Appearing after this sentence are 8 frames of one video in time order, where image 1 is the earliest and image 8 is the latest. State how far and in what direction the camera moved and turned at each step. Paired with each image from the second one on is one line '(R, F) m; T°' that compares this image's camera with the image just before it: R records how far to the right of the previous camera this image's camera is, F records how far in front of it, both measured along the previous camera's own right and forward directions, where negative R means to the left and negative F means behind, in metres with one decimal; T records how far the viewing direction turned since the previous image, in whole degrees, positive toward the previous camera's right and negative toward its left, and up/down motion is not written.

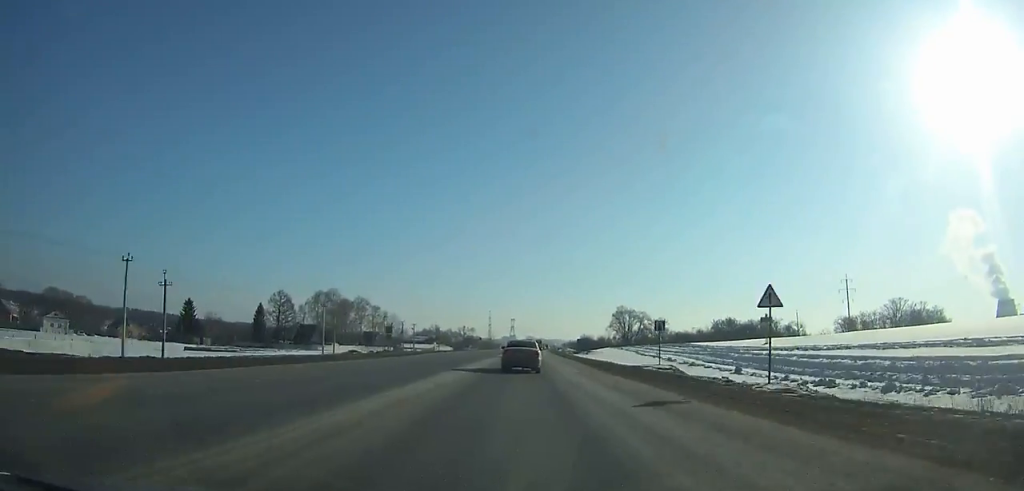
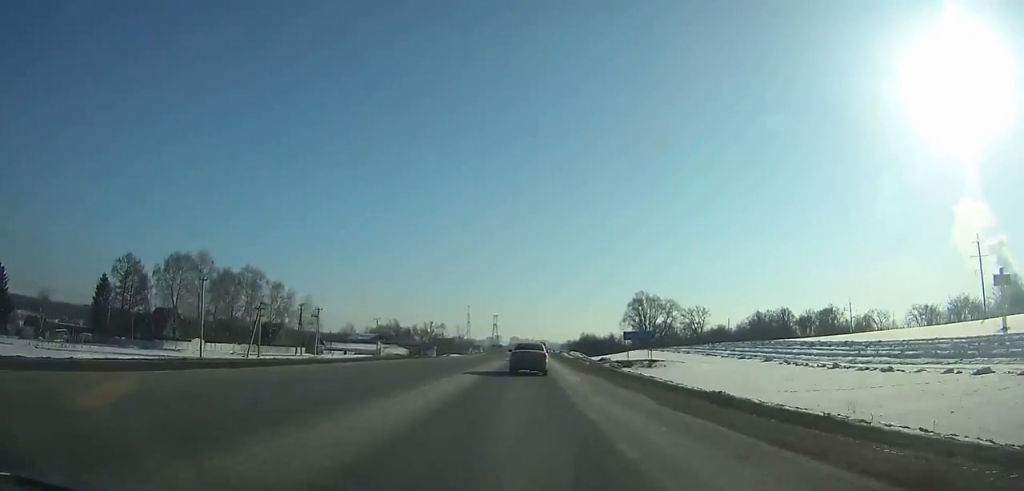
(+0.9, +76.6) m; +2°
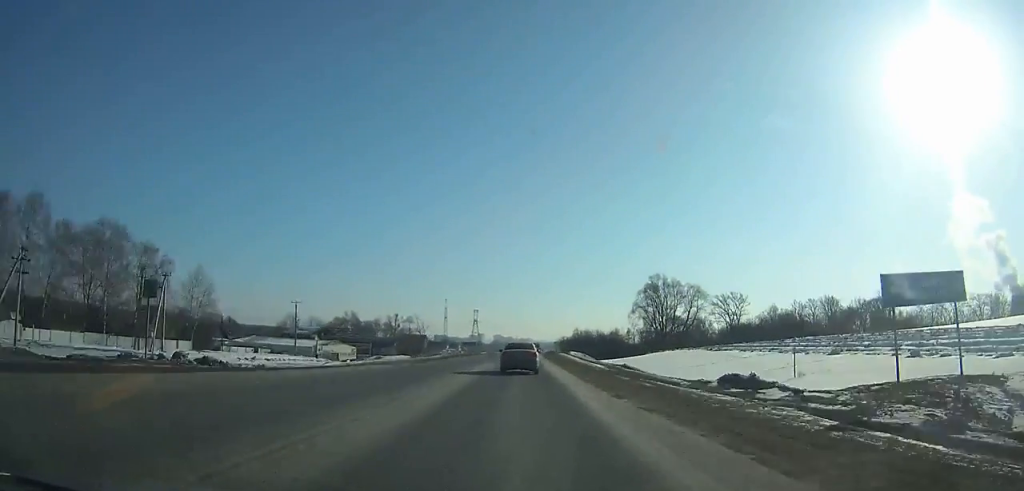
(+0.6, +46.1) m; +1°
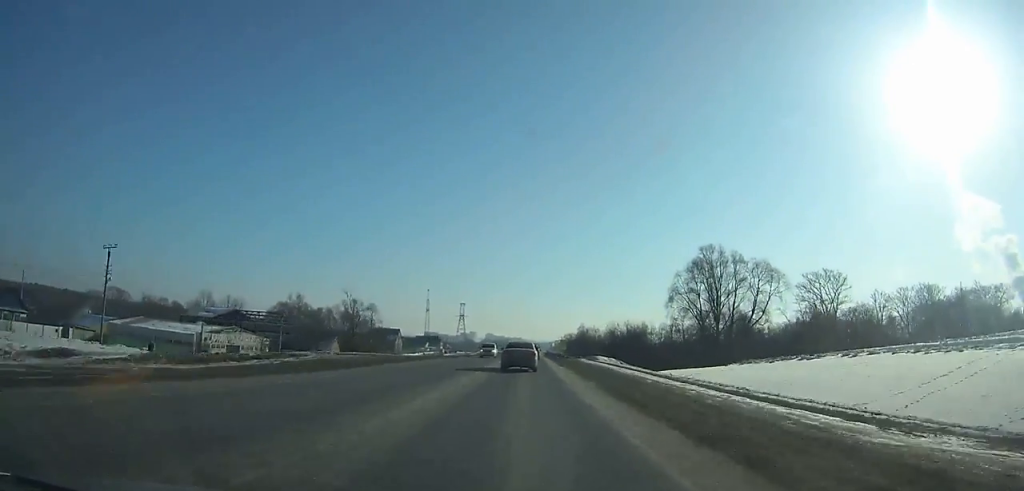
(+0.4, +51.4) m; +1°
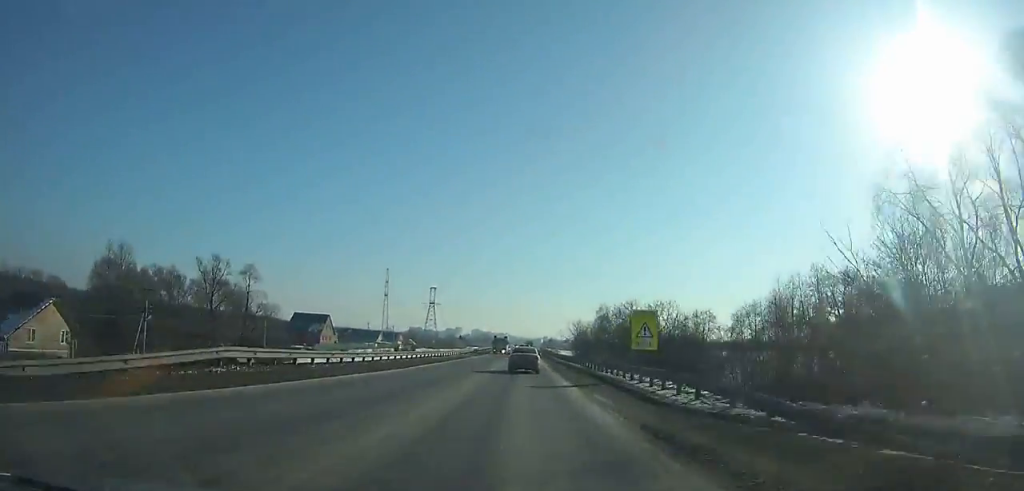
(+1.1, +81.3) m; +1°
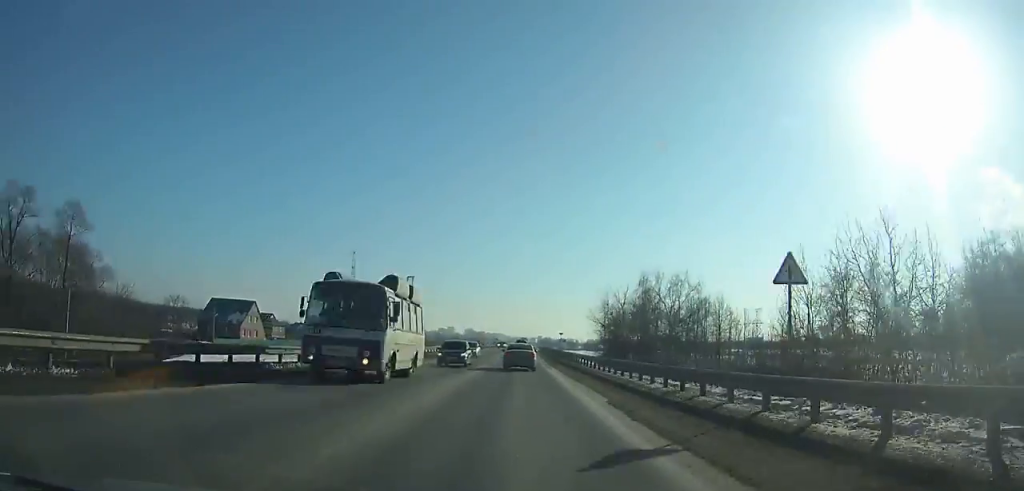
(+0.4, +46.7) m; +1°
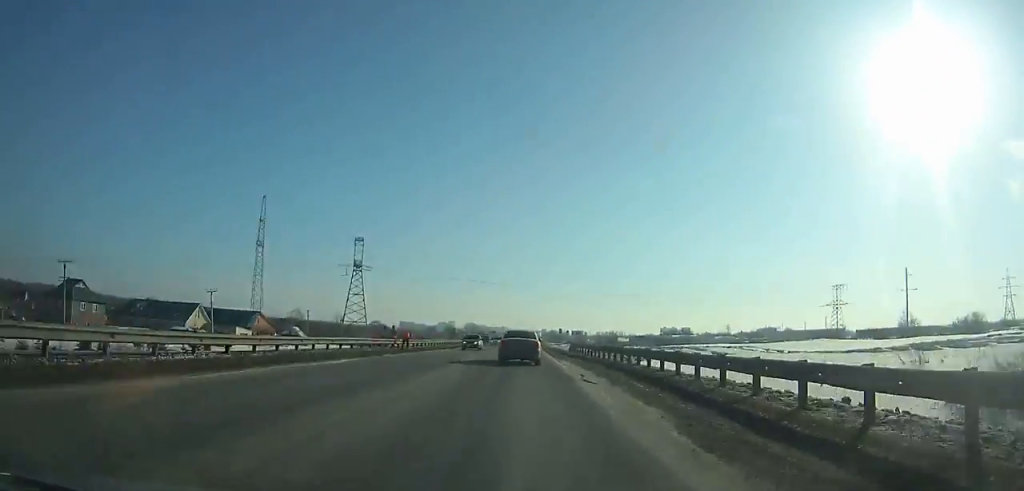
(-0.1, +85.8) m; 0°
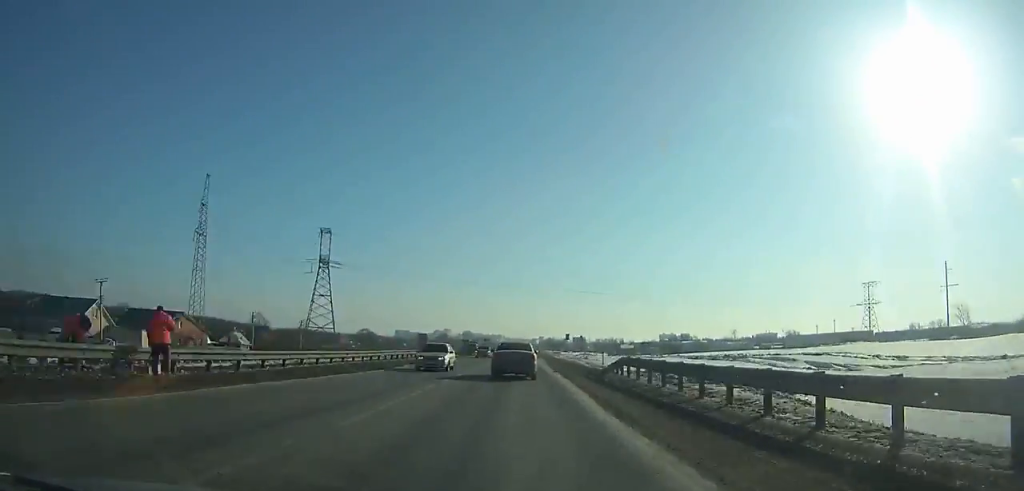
(0.0, +29.3) m; 0°
